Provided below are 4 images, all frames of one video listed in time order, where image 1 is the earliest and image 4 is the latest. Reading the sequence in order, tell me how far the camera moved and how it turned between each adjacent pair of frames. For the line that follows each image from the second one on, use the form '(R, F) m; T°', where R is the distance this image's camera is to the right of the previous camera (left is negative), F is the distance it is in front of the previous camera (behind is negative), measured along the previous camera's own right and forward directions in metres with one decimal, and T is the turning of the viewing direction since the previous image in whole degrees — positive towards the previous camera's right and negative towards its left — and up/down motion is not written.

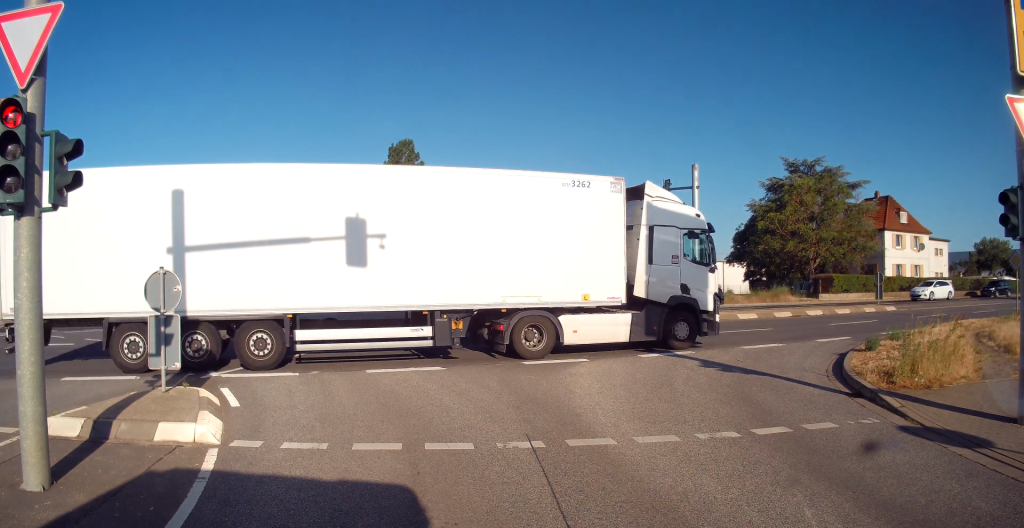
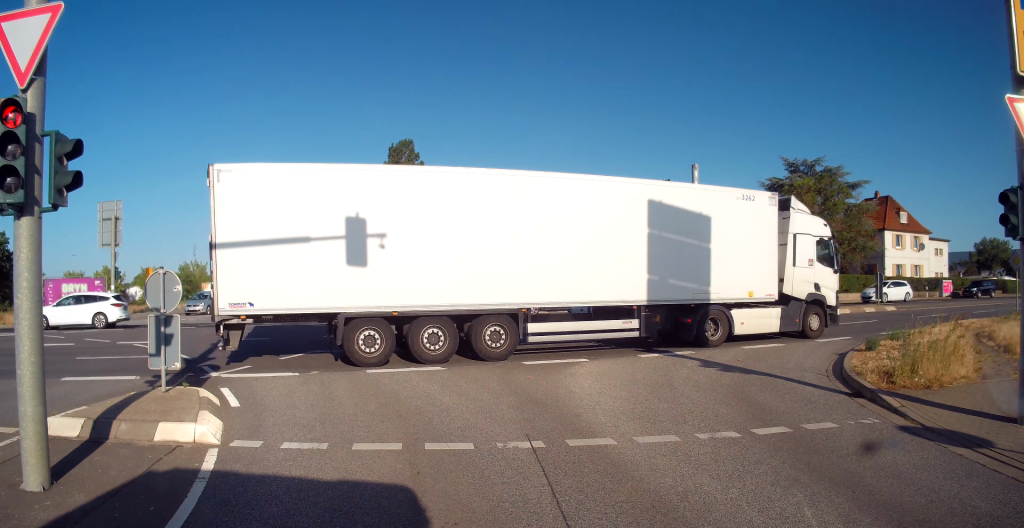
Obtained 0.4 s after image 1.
(0.0, 0.0) m; 0°
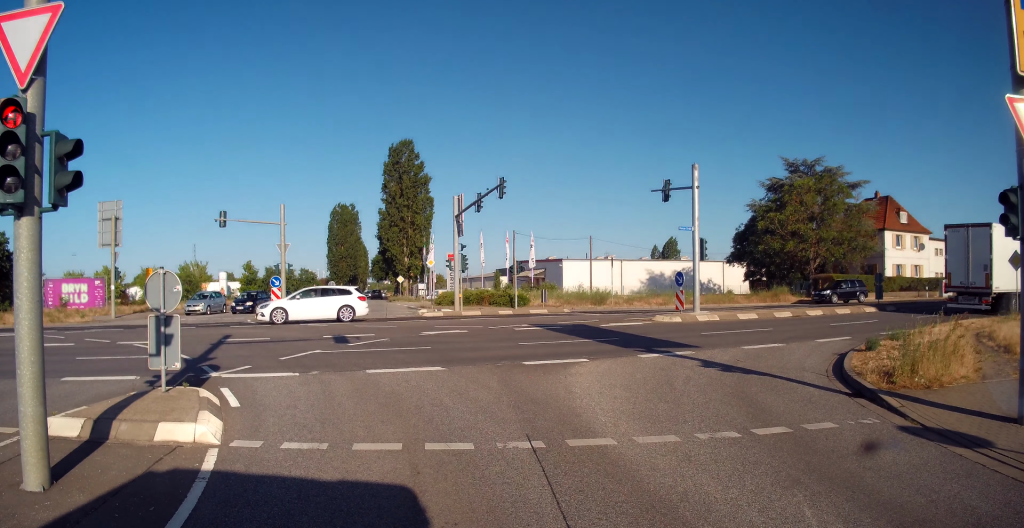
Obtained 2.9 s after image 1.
(0.0, 0.0) m; 0°
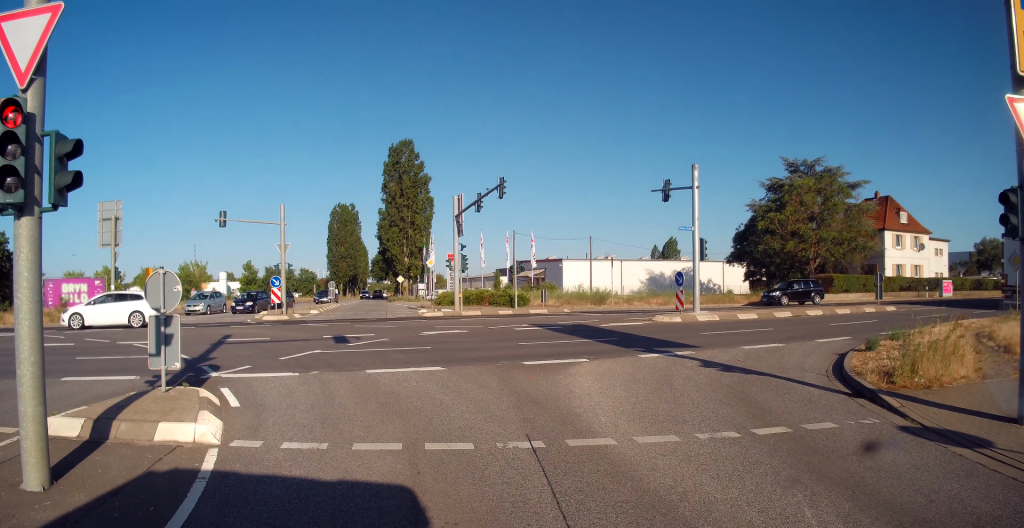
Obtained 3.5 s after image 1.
(0.0, 0.0) m; 0°
